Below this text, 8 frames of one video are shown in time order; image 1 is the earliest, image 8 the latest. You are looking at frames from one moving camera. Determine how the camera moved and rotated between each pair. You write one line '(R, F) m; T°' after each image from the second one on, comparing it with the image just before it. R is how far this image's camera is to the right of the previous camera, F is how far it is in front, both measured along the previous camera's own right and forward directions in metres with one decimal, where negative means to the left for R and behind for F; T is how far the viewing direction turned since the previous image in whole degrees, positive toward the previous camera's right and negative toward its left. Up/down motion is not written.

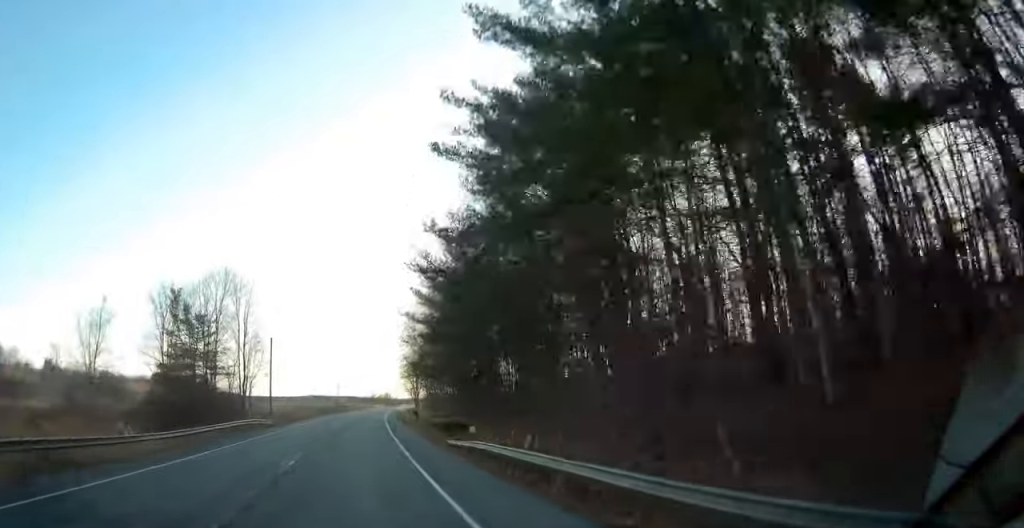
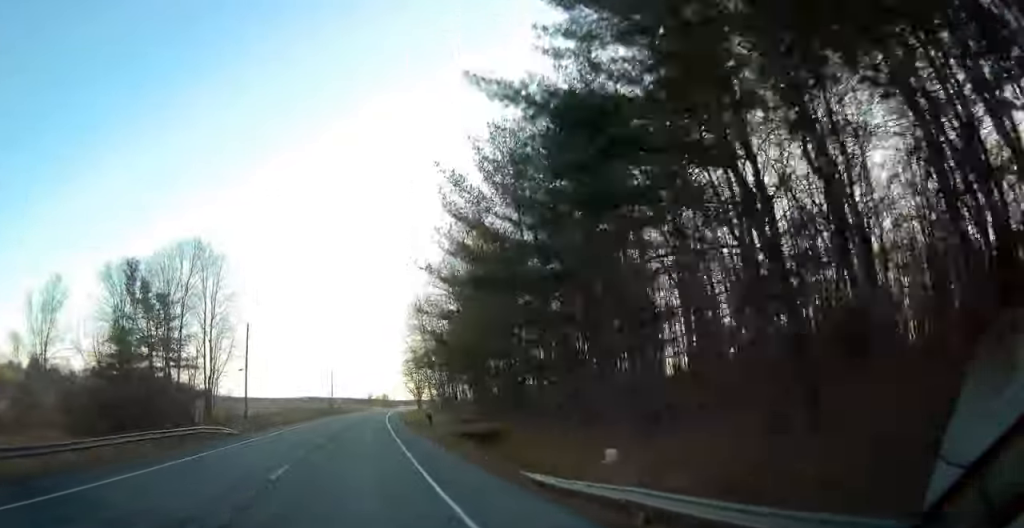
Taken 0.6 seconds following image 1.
(+0.3, +15.0) m; +1°
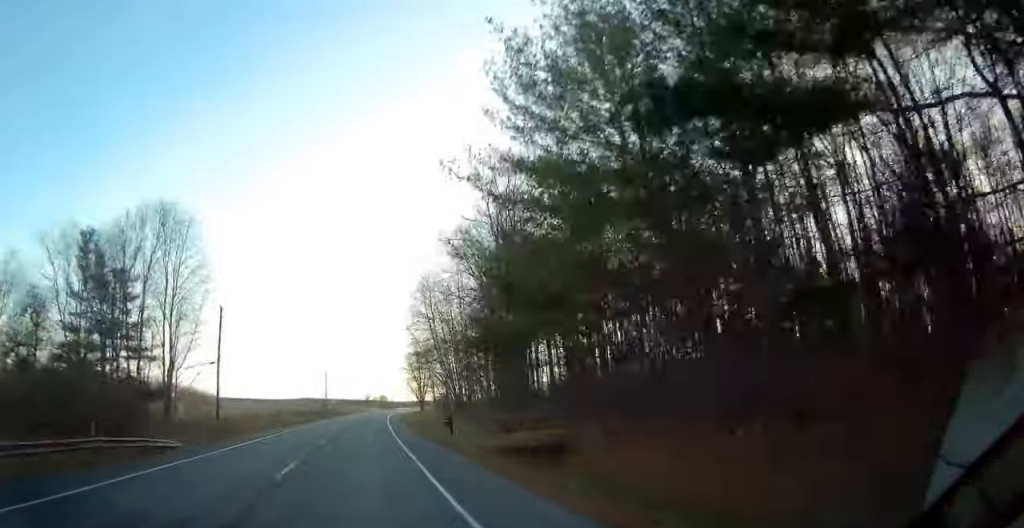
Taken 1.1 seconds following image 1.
(-0.1, +11.8) m; 0°
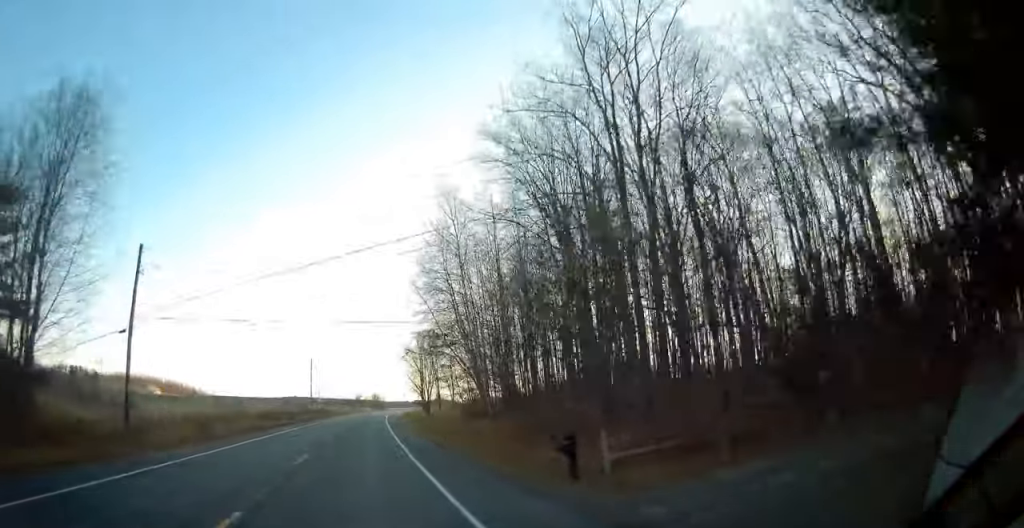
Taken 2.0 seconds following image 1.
(-0.1, +20.3) m; 0°
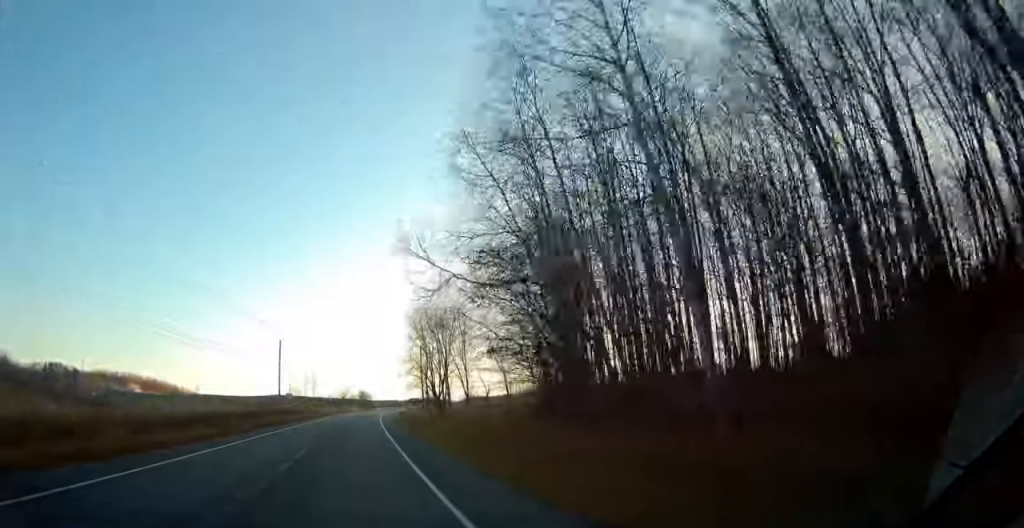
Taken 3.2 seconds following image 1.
(+0.2, +27.2) m; +1°
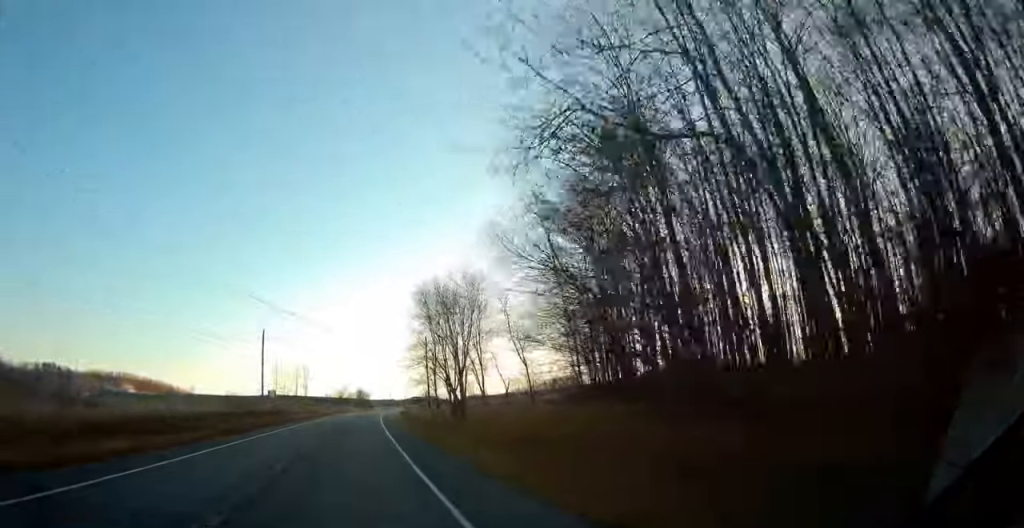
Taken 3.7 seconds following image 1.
(+0.1, +12.4) m; +1°
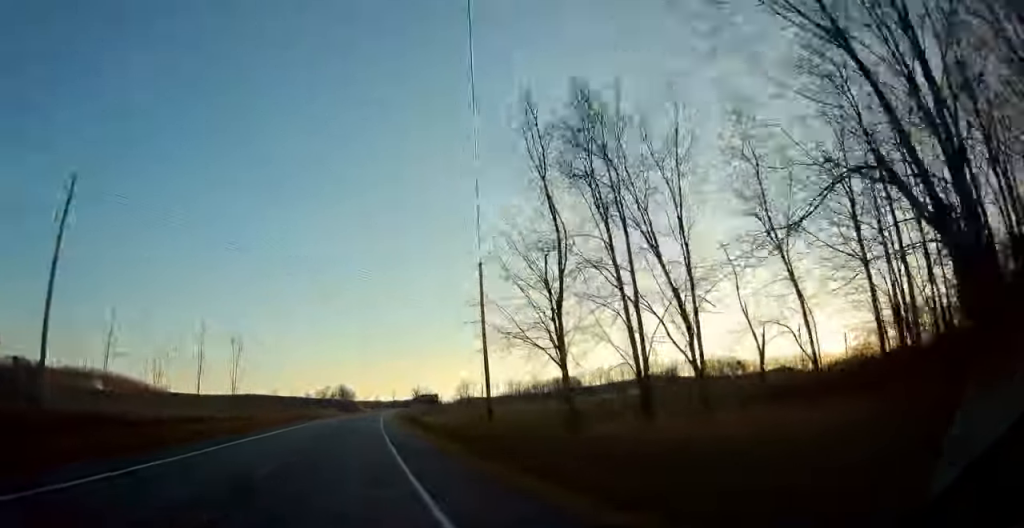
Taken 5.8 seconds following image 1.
(+0.3, +48.6) m; +1°
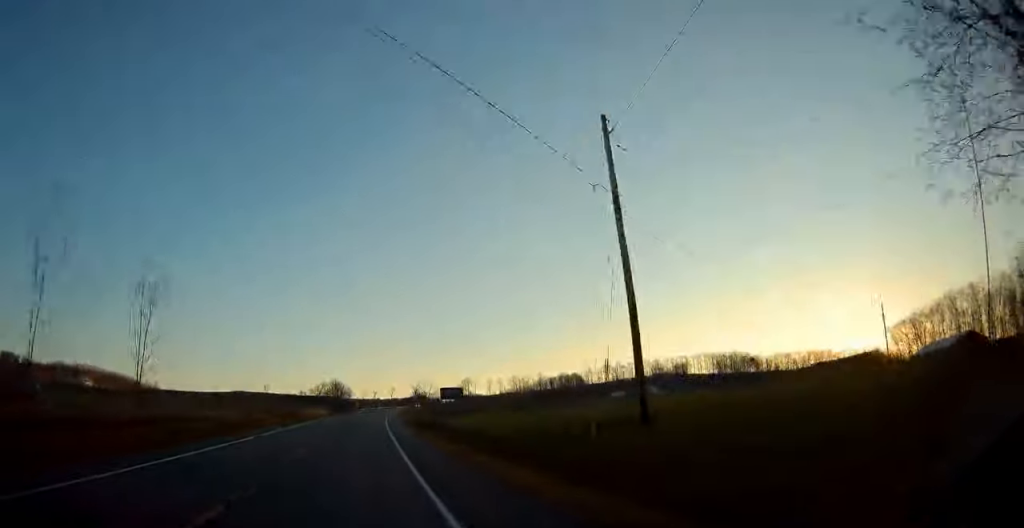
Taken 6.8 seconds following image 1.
(+0.2, +22.6) m; +2°
